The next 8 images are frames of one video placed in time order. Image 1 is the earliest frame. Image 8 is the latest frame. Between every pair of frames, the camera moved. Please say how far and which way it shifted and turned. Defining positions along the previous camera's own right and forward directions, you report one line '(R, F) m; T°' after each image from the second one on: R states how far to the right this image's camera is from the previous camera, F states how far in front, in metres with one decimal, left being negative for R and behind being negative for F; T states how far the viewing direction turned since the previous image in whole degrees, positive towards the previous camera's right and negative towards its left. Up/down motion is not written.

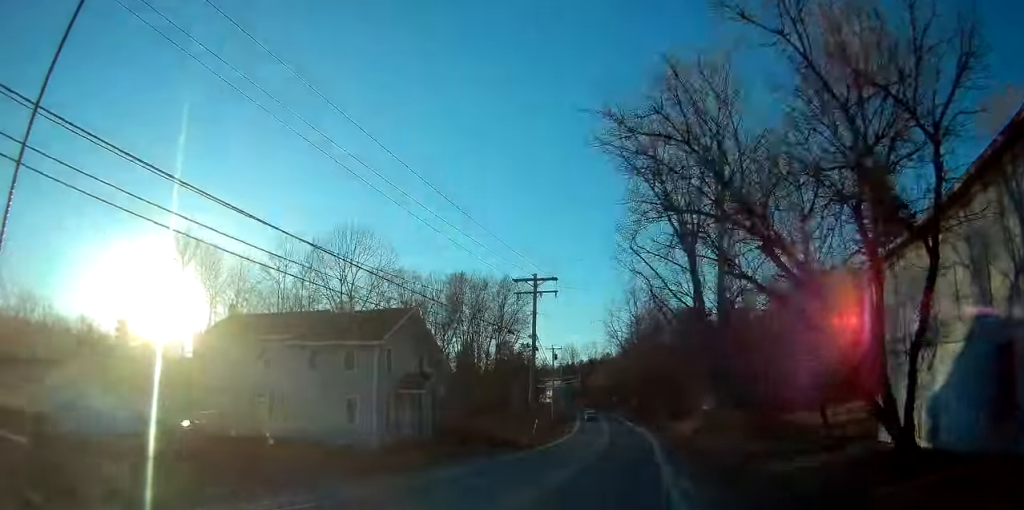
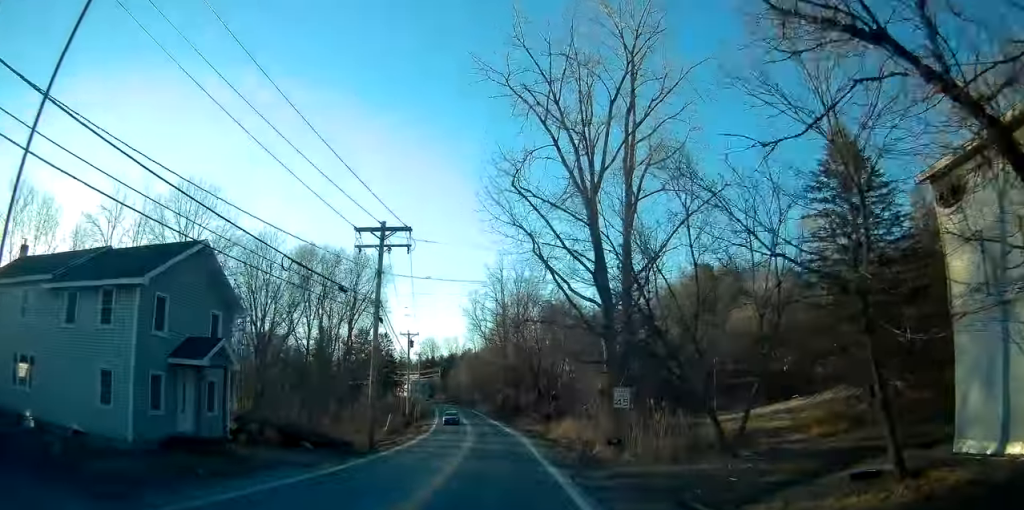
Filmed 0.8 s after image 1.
(+1.0, +9.3) m; +11°
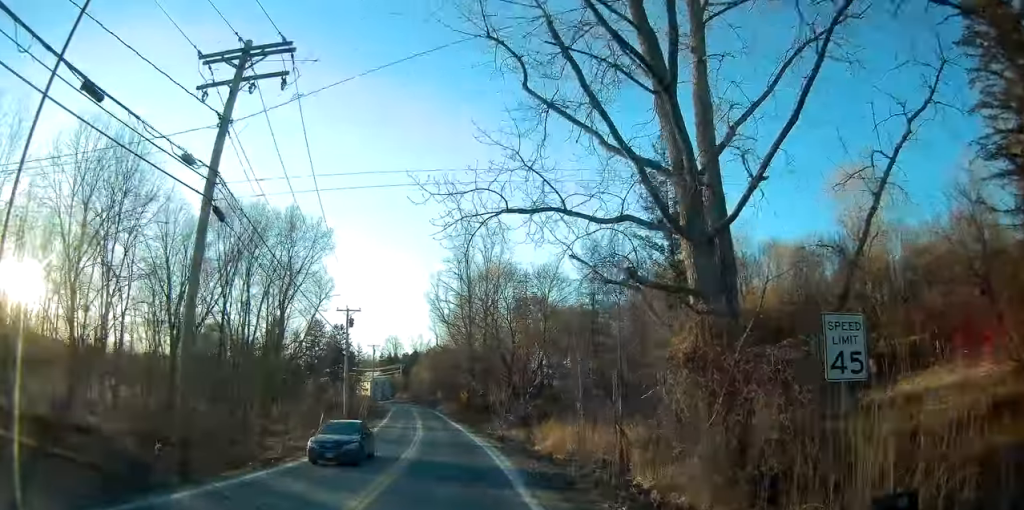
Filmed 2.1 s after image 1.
(+1.2, +15.6) m; +4°
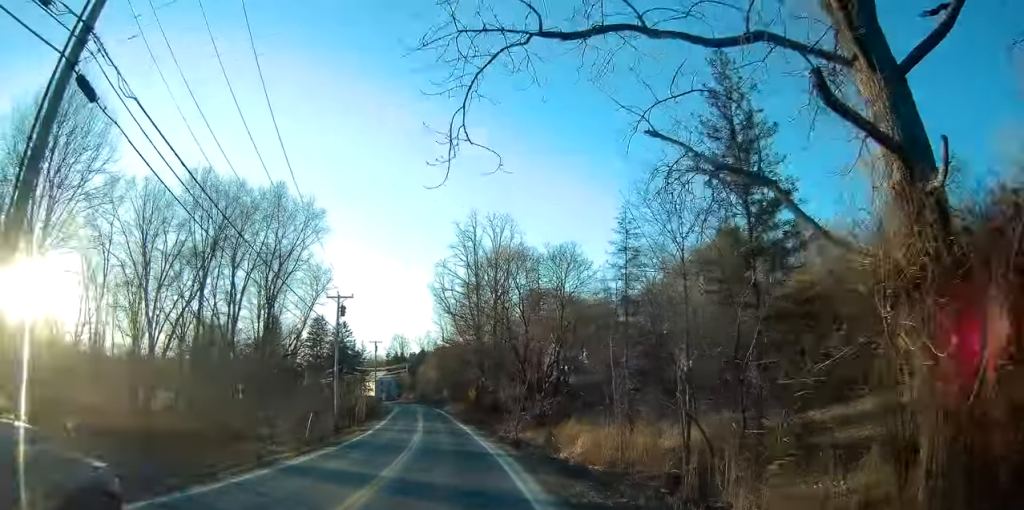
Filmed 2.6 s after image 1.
(-0.1, +6.6) m; 0°
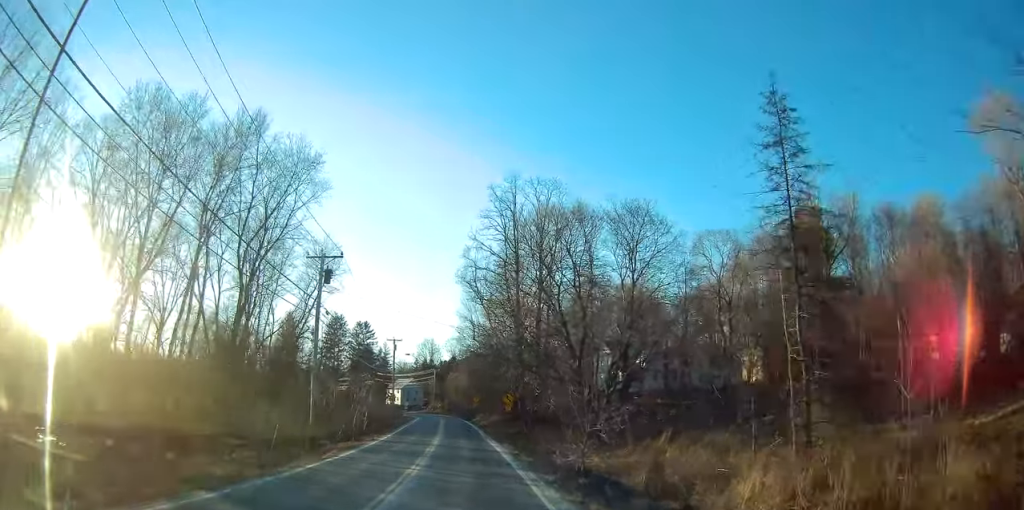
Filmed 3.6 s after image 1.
(0.0, +15.4) m; 0°
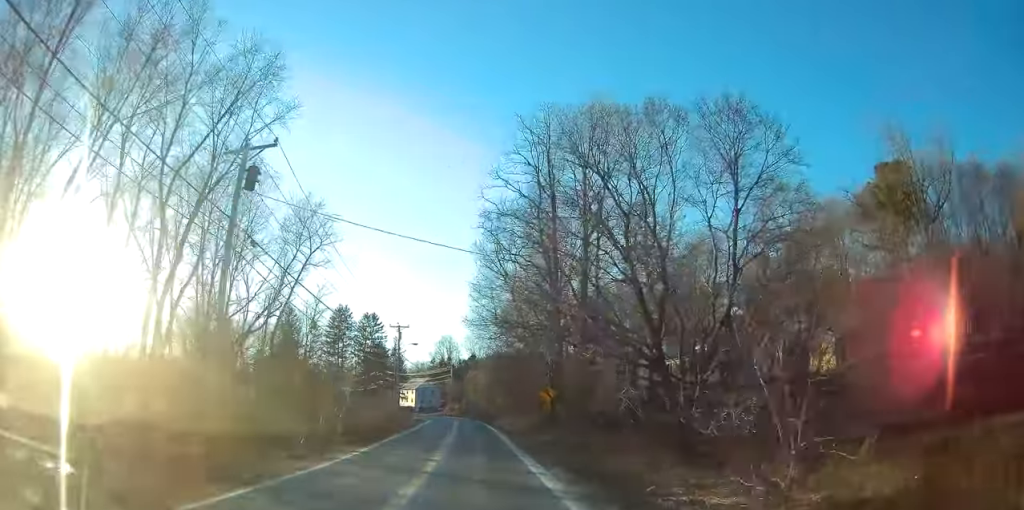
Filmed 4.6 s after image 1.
(0.0, +15.7) m; -1°
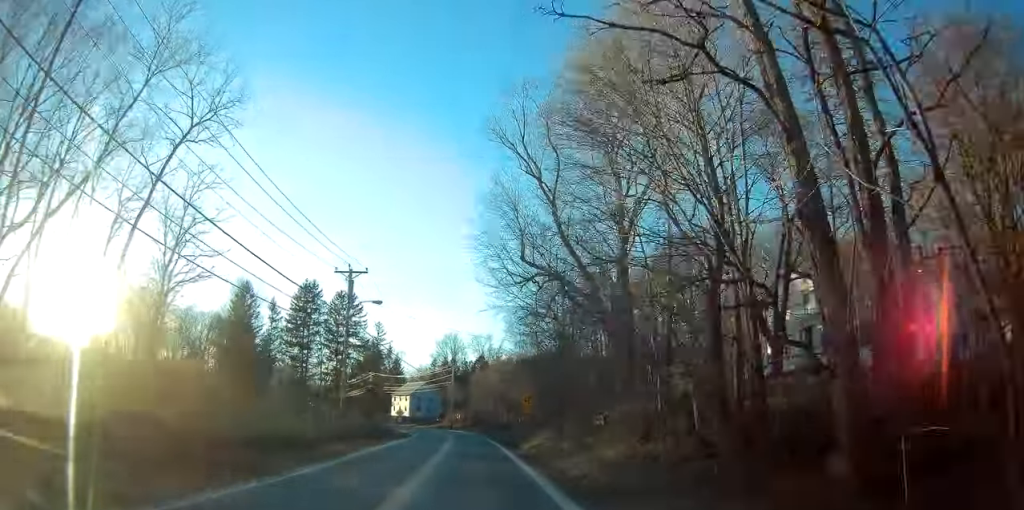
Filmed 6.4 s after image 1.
(-0.4, +30.4) m; -2°
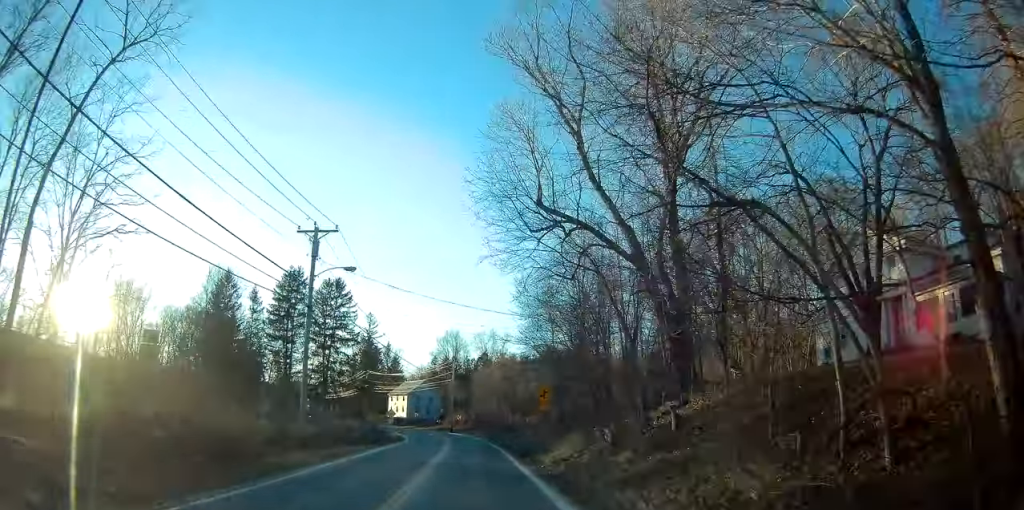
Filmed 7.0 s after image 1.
(0.0, +9.3) m; -1°
